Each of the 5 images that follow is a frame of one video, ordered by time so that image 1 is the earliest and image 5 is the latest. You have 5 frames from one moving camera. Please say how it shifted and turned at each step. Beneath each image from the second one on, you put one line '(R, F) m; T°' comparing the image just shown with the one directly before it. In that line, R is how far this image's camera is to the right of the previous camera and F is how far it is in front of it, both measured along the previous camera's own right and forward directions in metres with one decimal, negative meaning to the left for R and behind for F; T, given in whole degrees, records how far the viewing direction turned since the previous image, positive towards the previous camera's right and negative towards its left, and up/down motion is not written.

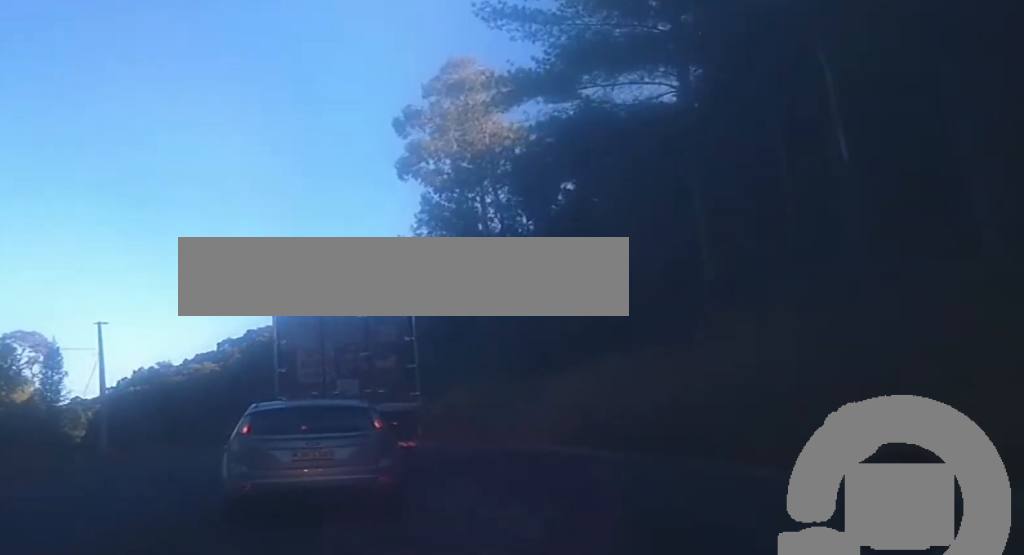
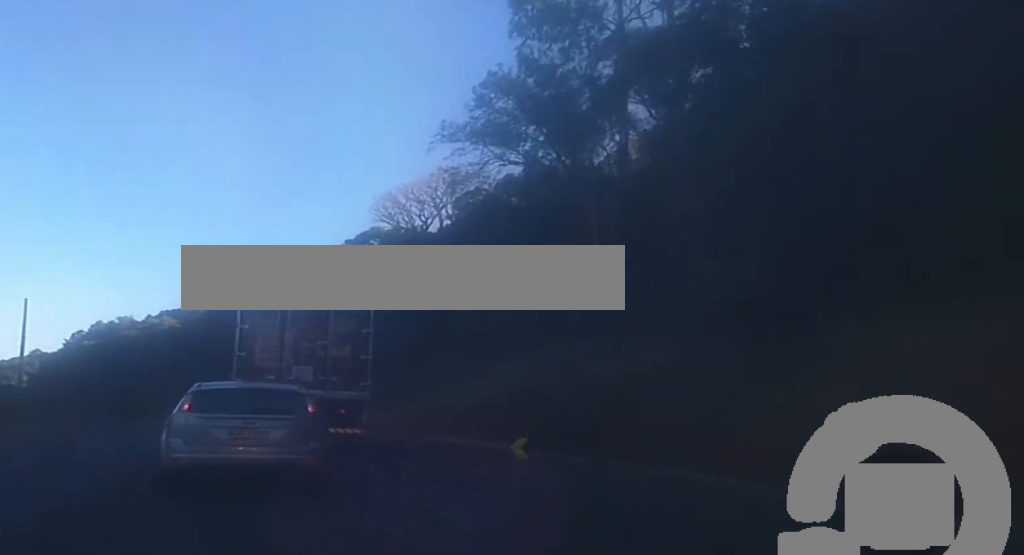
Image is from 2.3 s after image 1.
(0.0, +27.3) m; 0°
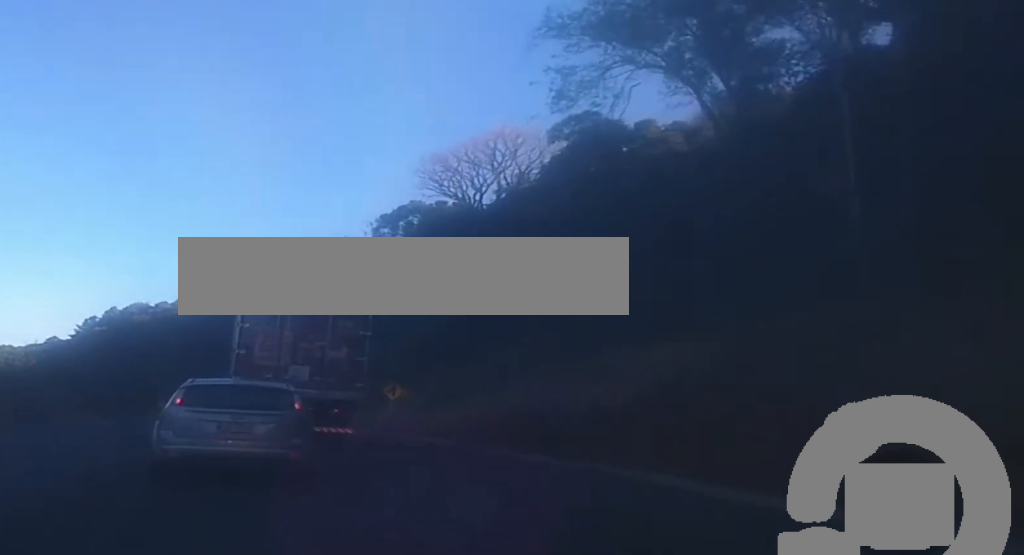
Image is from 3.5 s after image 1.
(-0.1, +15.2) m; -1°
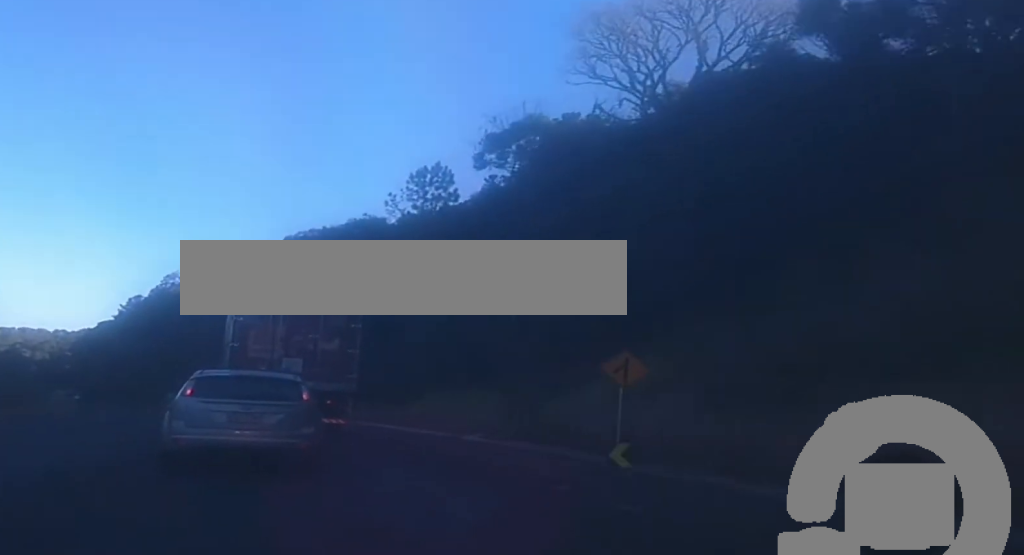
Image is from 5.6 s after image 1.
(-0.4, +28.2) m; -2°
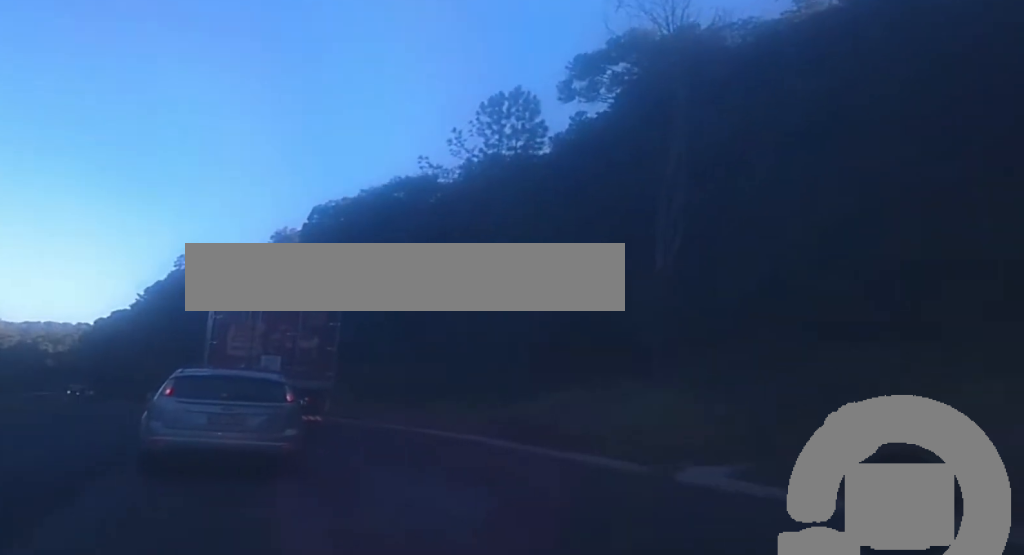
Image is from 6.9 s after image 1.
(-0.2, +17.3) m; -1°
